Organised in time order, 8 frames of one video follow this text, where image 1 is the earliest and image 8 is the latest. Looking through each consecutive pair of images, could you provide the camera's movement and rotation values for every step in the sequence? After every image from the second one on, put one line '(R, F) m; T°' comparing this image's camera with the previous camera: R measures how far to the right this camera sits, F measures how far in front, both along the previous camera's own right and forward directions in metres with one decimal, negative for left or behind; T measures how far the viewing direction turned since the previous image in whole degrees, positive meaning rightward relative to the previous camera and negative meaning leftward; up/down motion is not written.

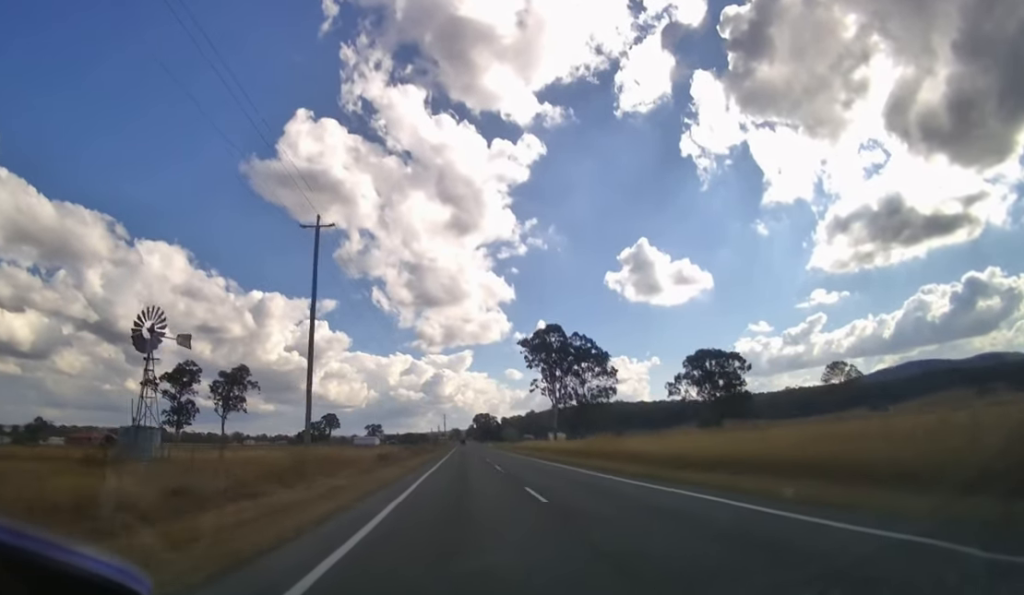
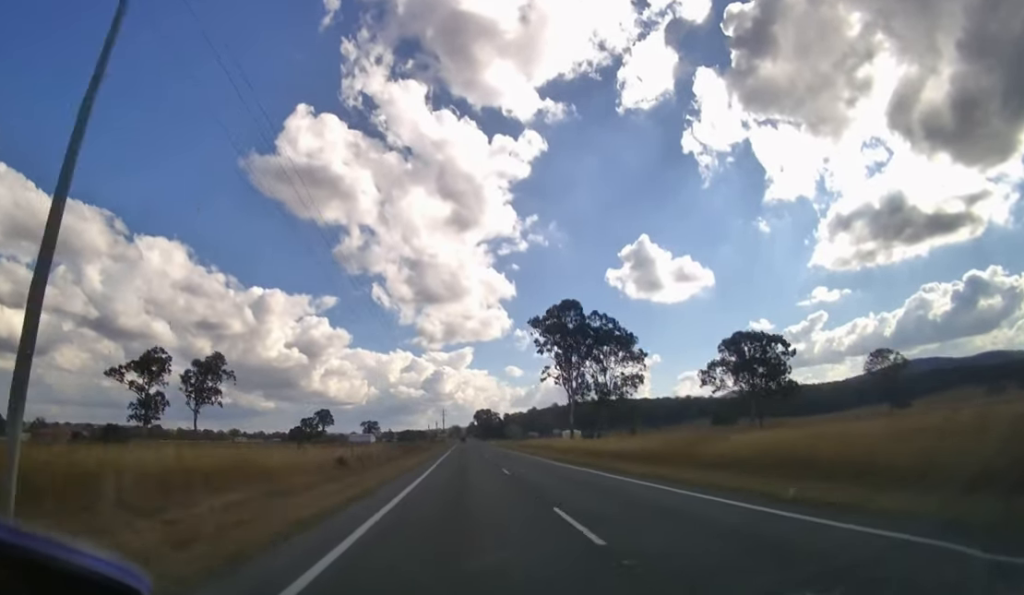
(0.0, +13.6) m; 0°
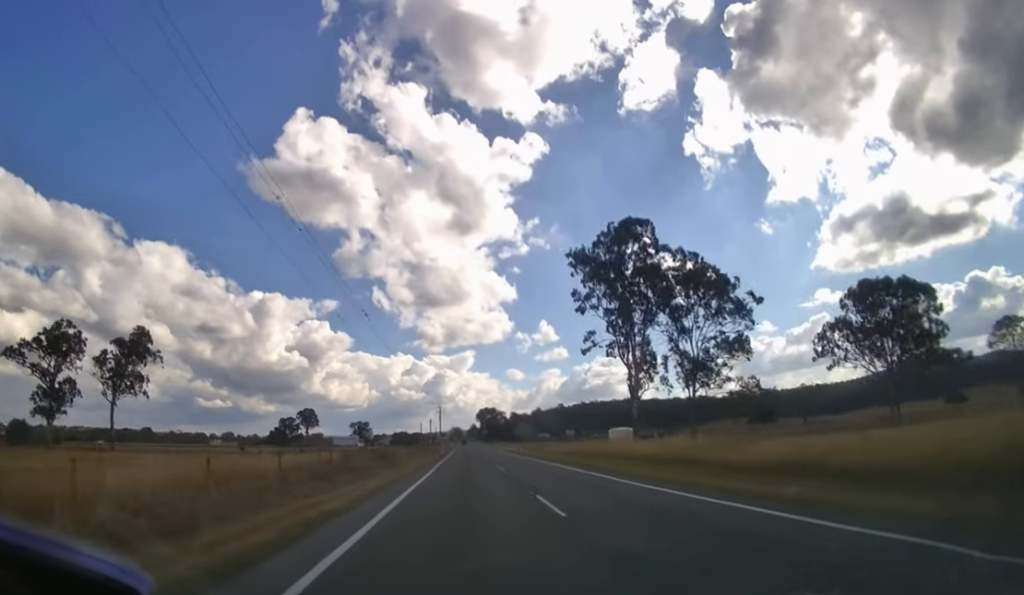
(0.0, +30.7) m; 0°
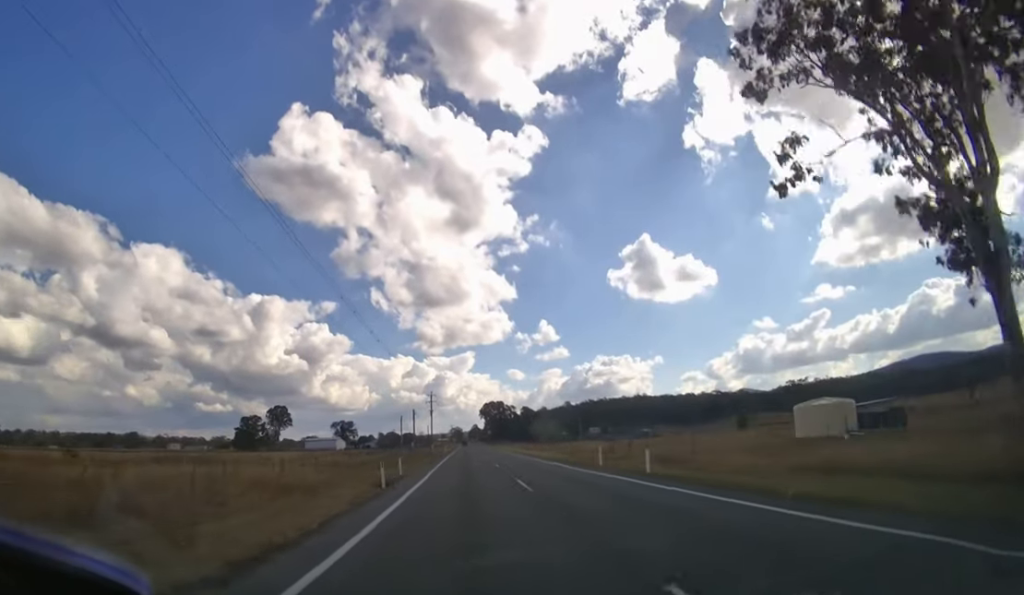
(0.0, +43.7) m; 0°
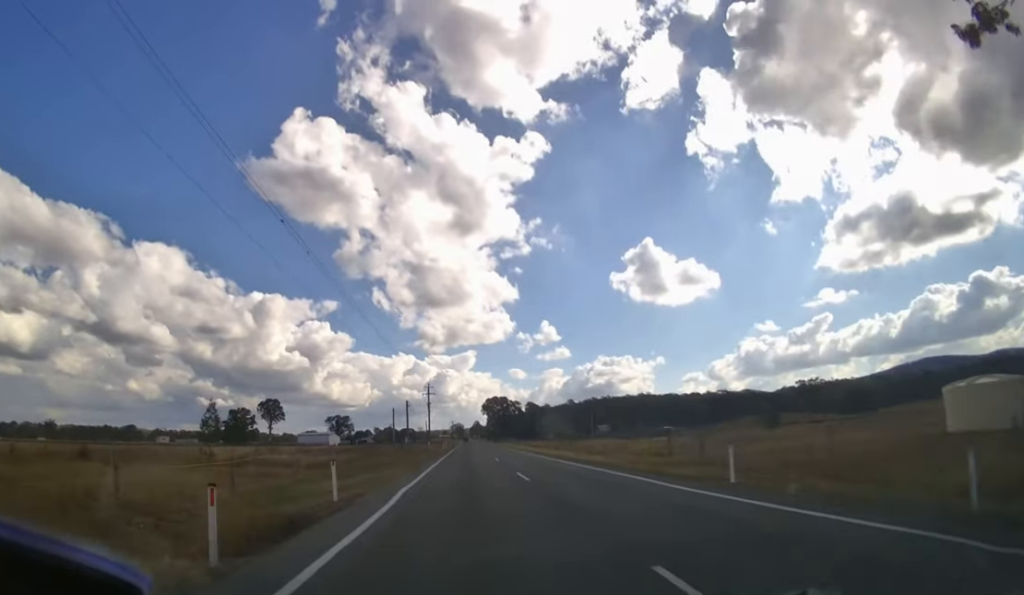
(0.0, +13.1) m; 0°
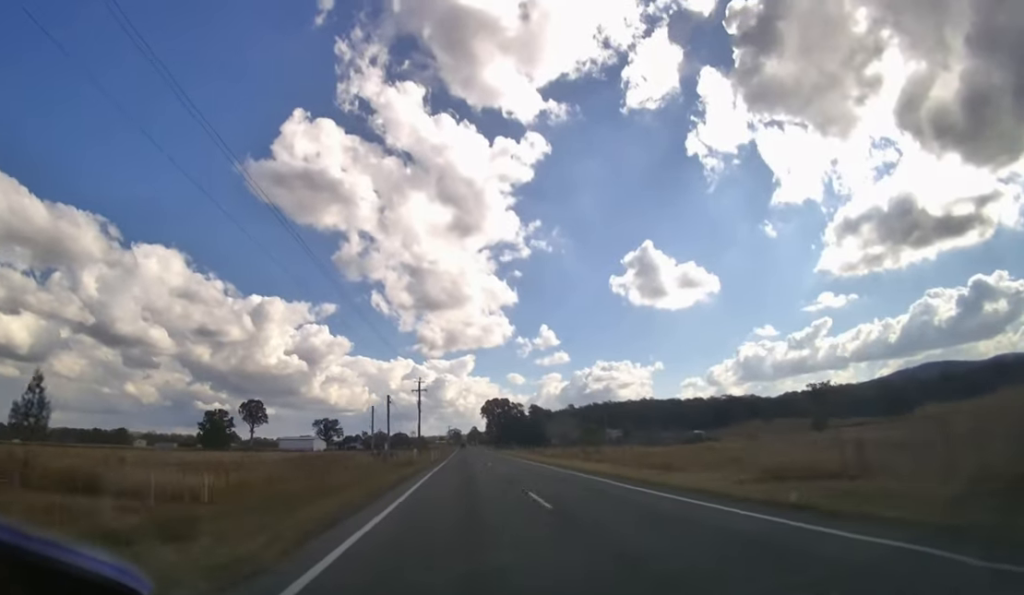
(0.0, +17.0) m; 0°
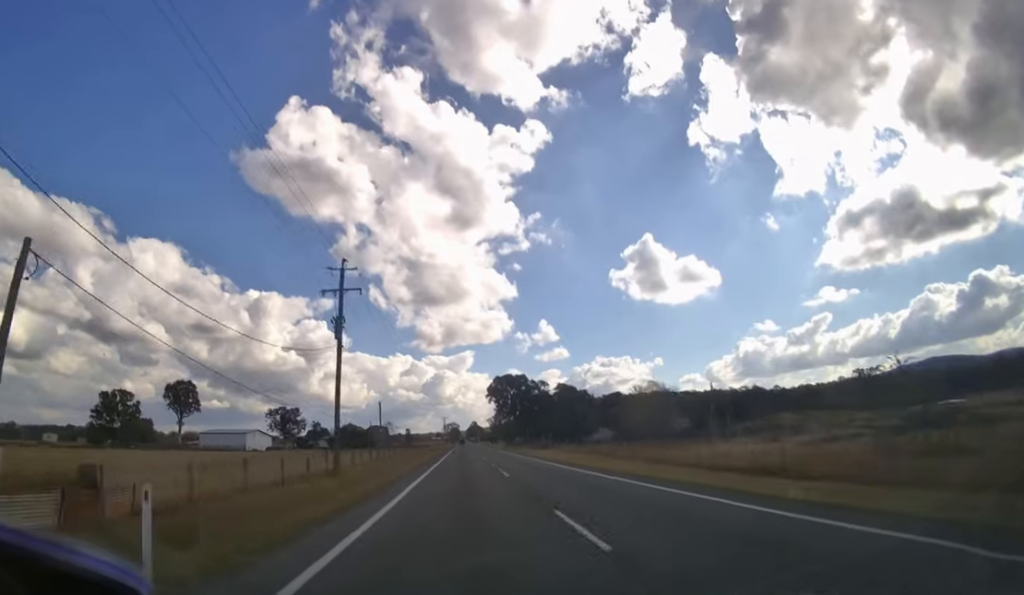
(+0.1, +61.7) m; 0°
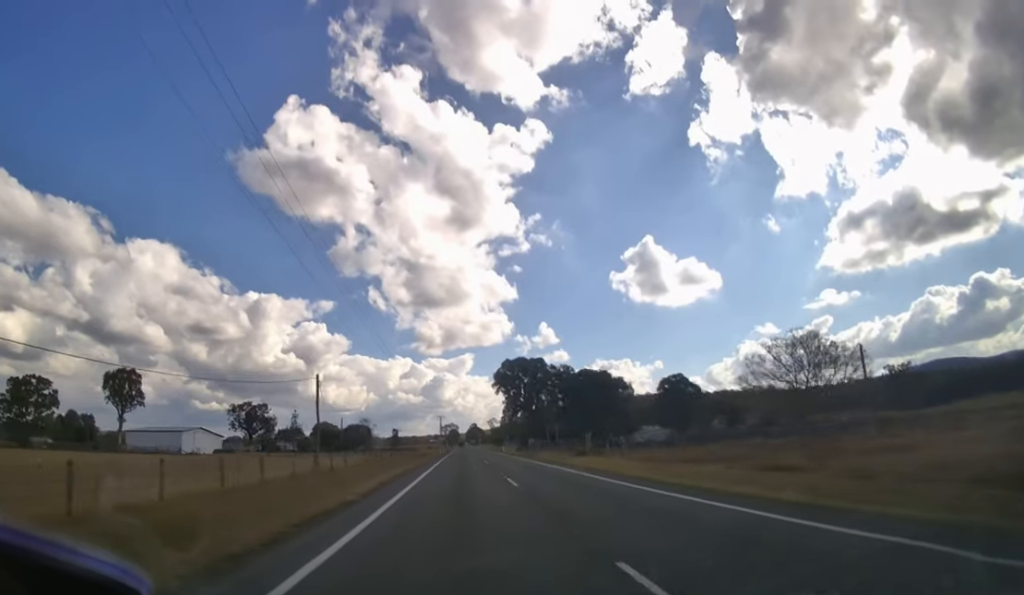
(0.0, +29.9) m; 0°
